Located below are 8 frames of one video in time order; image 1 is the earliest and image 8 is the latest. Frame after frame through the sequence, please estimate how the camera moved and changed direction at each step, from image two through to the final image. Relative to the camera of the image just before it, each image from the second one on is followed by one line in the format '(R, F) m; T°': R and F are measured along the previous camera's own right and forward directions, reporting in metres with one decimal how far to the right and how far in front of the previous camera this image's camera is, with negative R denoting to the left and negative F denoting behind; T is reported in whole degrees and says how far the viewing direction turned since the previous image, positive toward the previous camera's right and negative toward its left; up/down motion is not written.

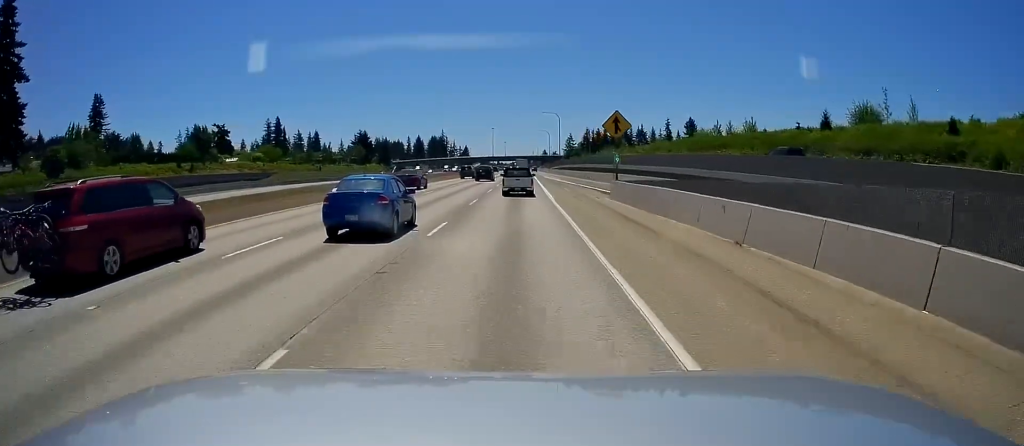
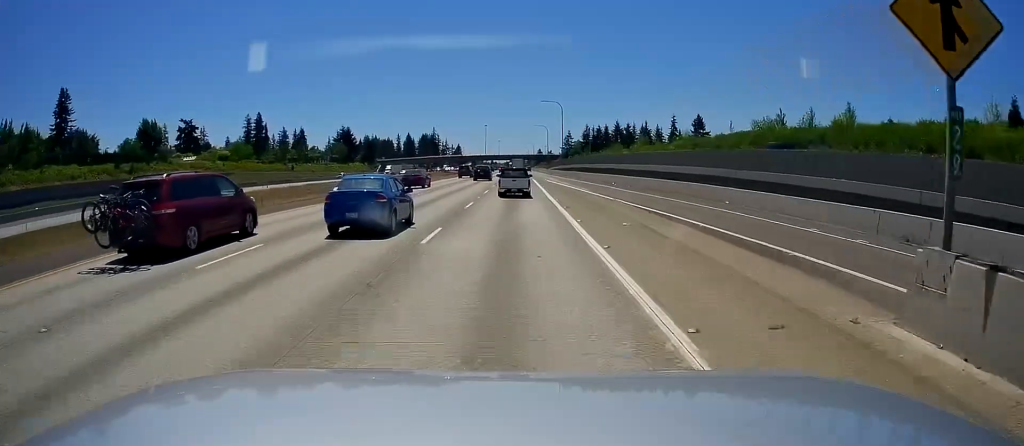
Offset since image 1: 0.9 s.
(+0.4, +24.9) m; 0°
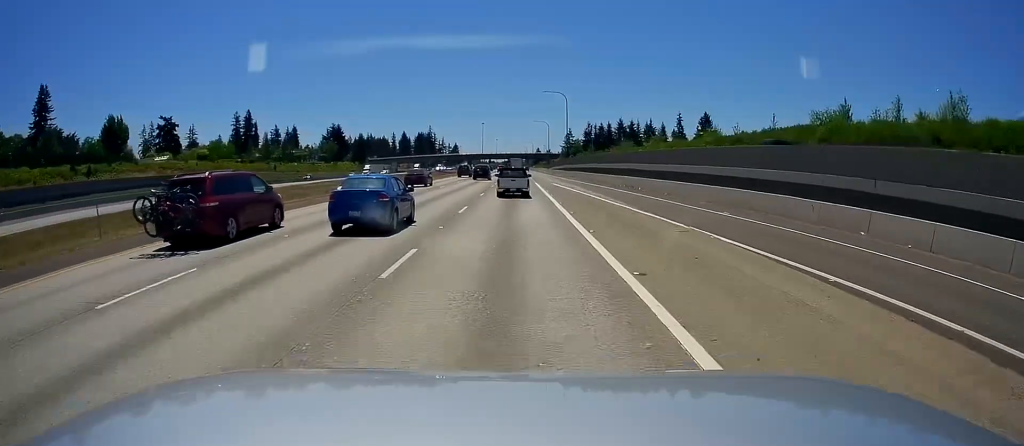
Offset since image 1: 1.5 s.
(-0.4, +14.7) m; 0°
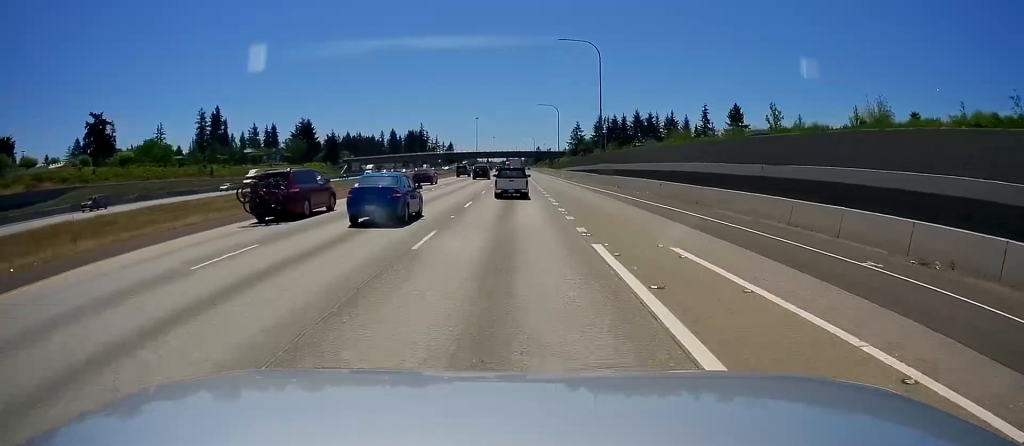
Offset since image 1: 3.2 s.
(+0.8, +43.2) m; +1°
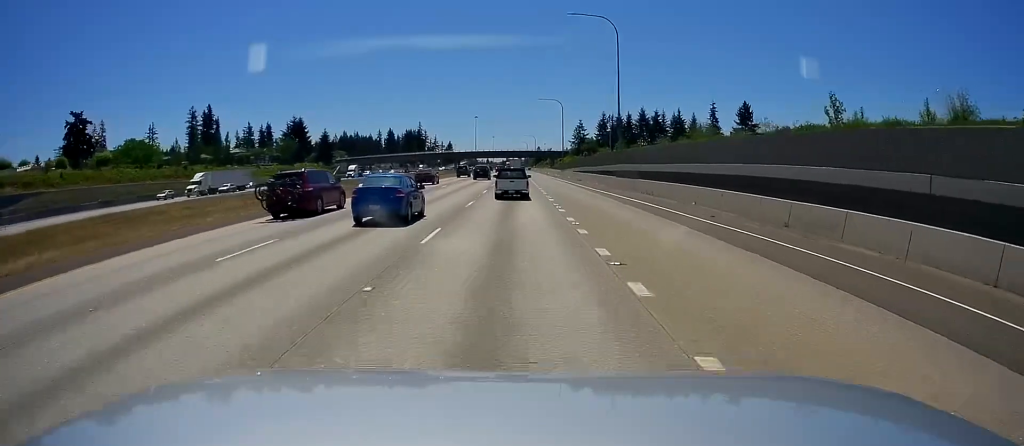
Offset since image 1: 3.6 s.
(+0.1, +10.3) m; 0°
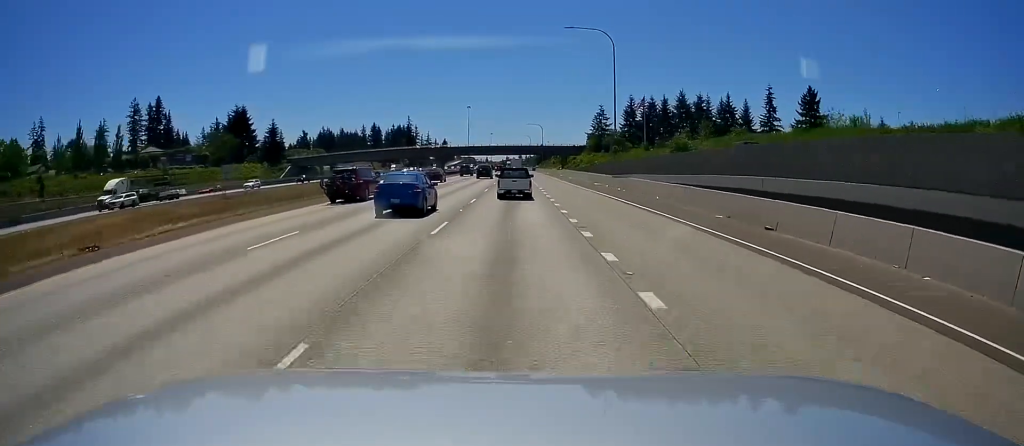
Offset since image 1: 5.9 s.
(-1.2, +52.5) m; -2°
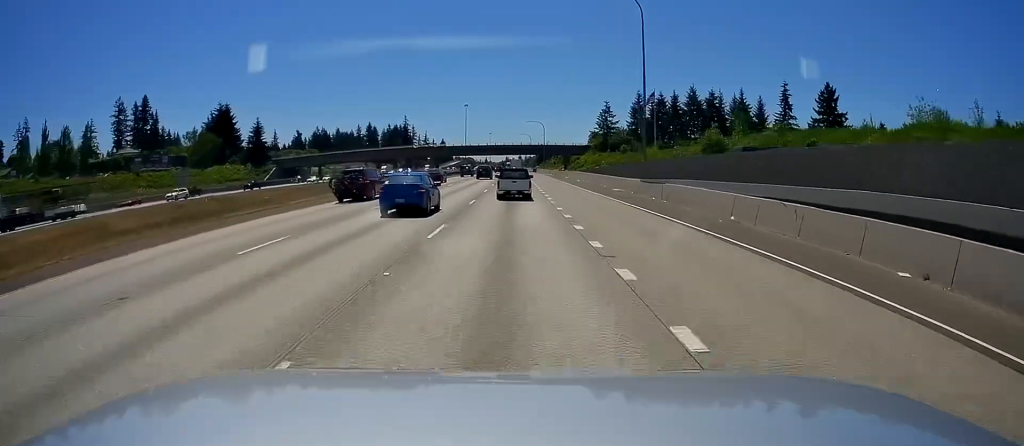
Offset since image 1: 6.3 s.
(+0.1, +13.0) m; 0°
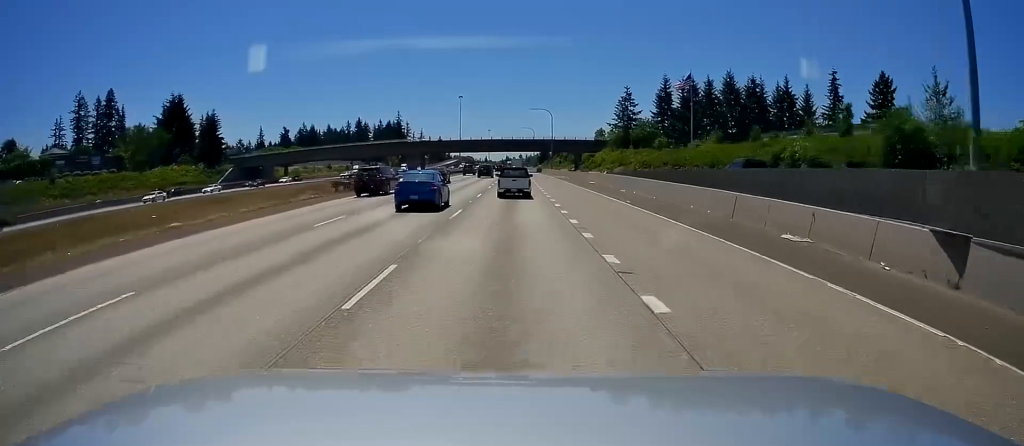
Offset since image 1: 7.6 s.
(+0.3, +35.1) m; +1°
